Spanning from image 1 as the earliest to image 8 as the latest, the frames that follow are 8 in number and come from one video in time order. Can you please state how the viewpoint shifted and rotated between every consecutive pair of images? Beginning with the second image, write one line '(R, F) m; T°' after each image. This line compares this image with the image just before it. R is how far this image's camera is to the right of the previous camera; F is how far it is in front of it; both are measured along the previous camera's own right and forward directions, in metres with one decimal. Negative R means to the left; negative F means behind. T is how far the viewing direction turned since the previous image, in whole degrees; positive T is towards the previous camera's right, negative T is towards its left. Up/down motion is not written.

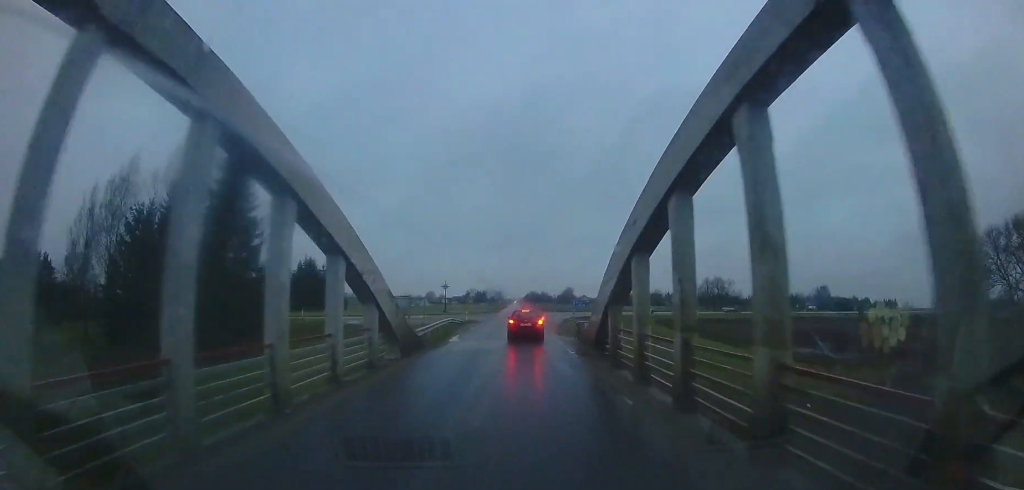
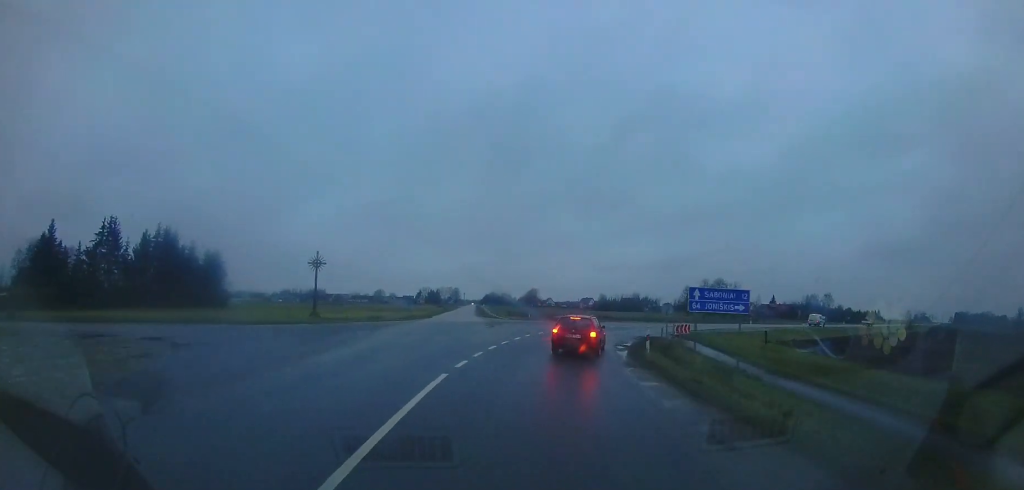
(+0.9, +37.3) m; +11°
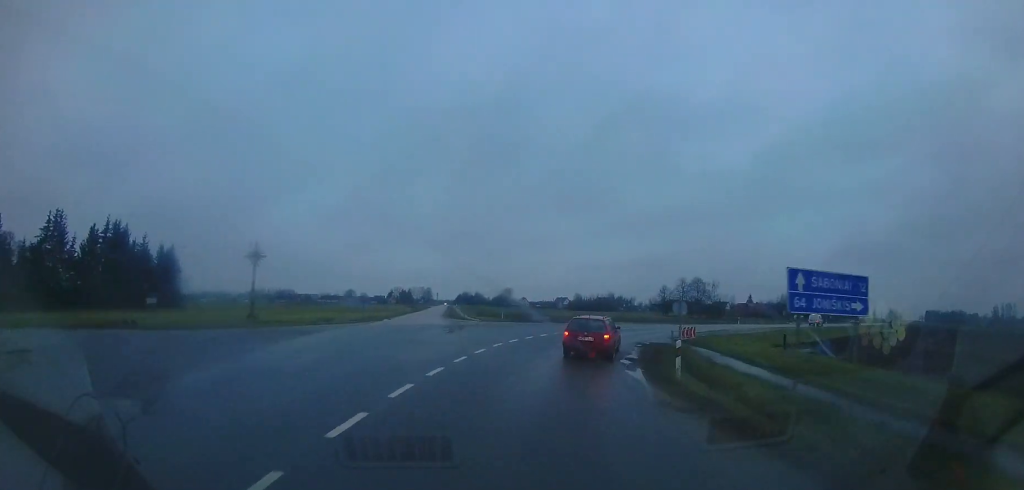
(+0.2, +5.1) m; +4°
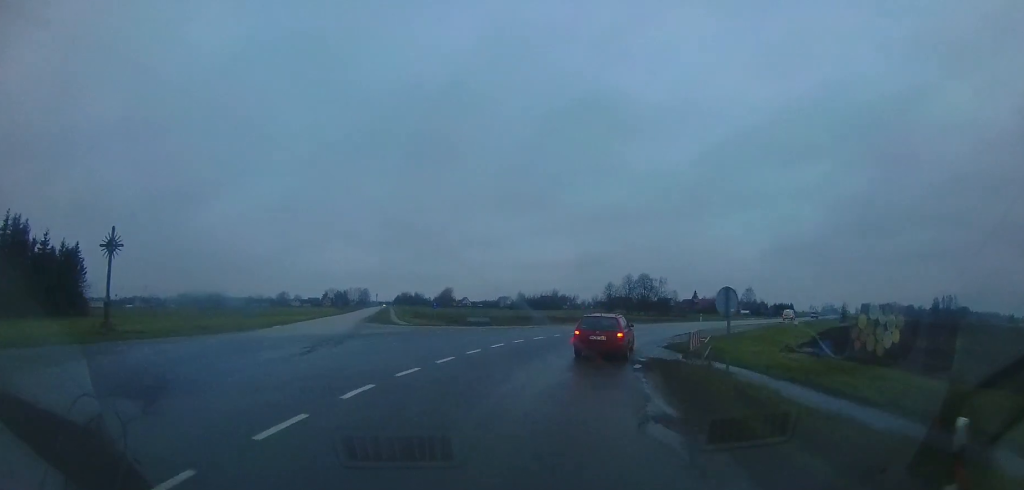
(0.0, +8.0) m; +8°
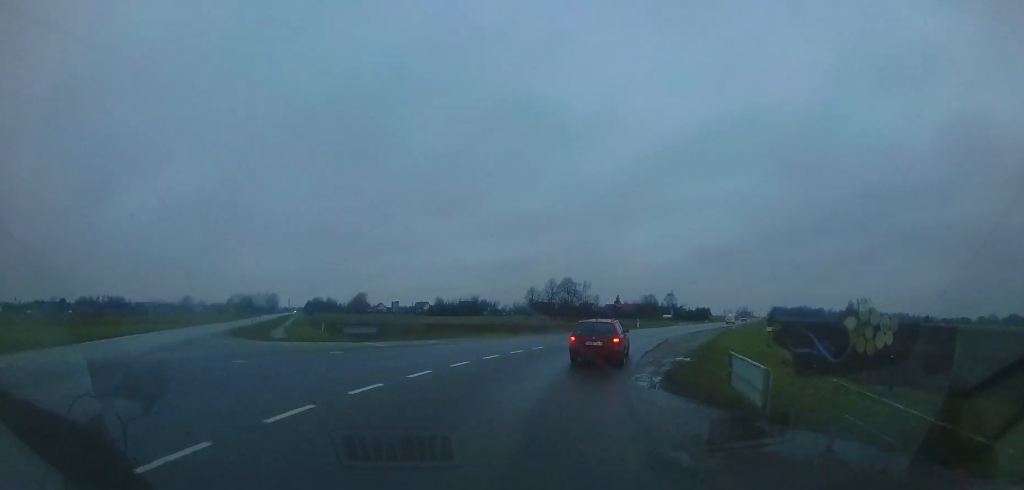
(+1.2, +8.2) m; +11°
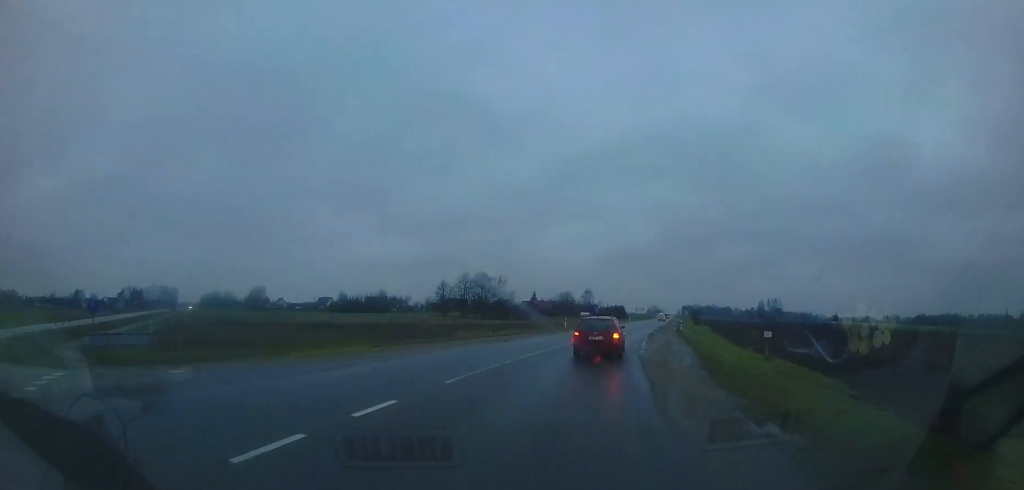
(+1.1, +10.3) m; +14°
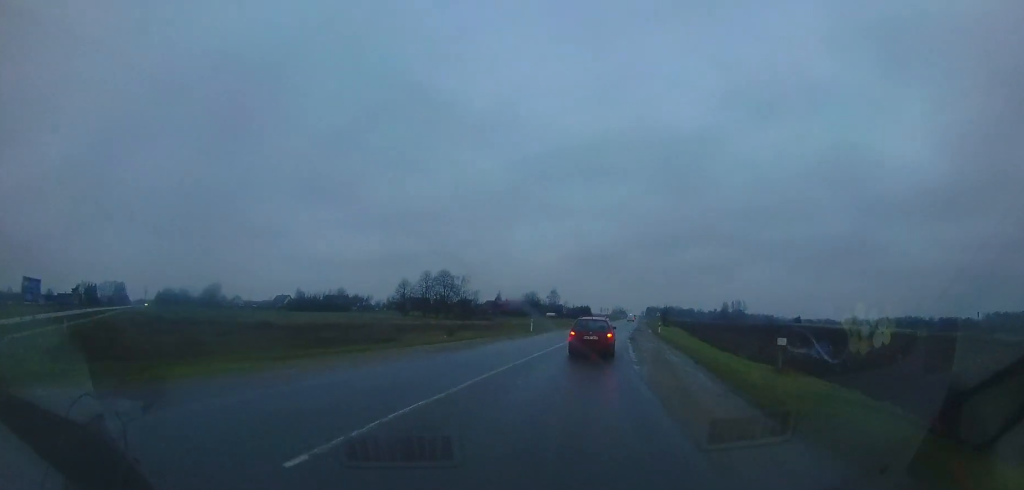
(+0.2, +4.3) m; +6°
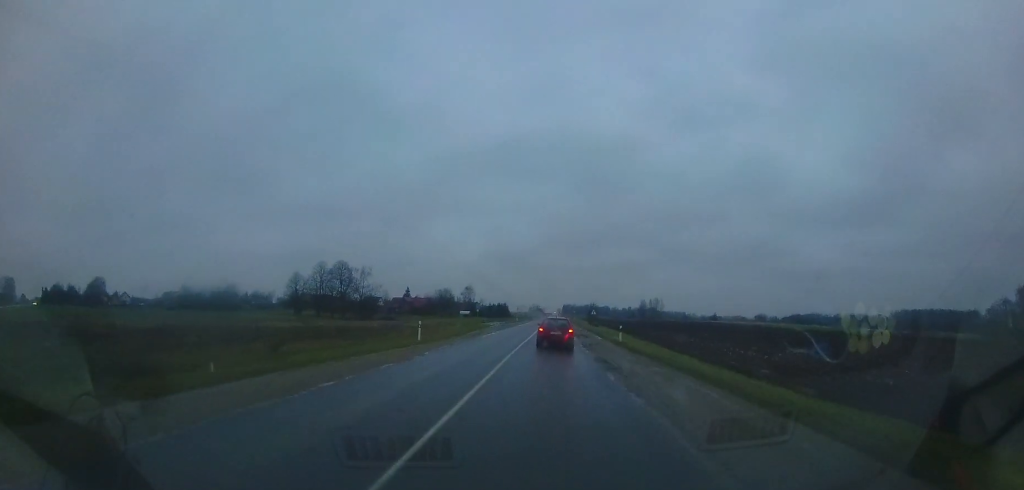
(+2.2, +13.1) m; +14°
